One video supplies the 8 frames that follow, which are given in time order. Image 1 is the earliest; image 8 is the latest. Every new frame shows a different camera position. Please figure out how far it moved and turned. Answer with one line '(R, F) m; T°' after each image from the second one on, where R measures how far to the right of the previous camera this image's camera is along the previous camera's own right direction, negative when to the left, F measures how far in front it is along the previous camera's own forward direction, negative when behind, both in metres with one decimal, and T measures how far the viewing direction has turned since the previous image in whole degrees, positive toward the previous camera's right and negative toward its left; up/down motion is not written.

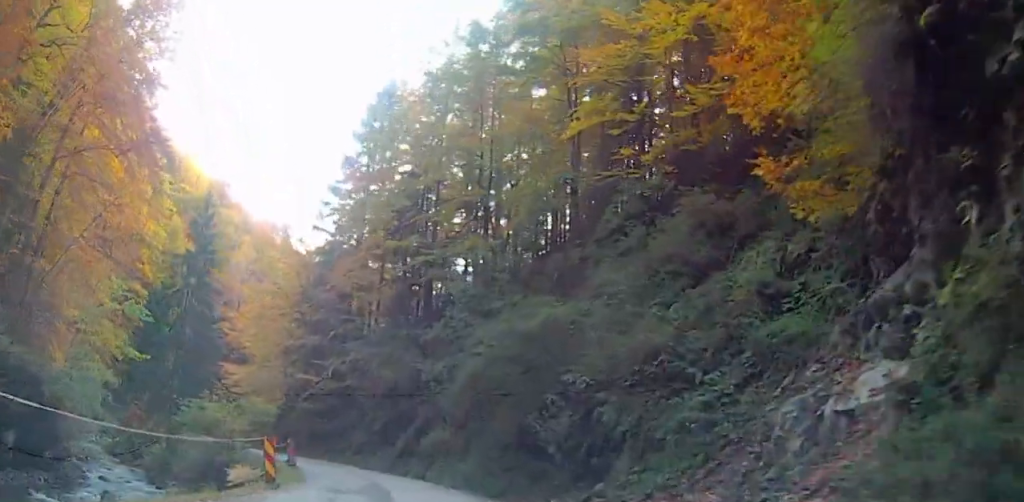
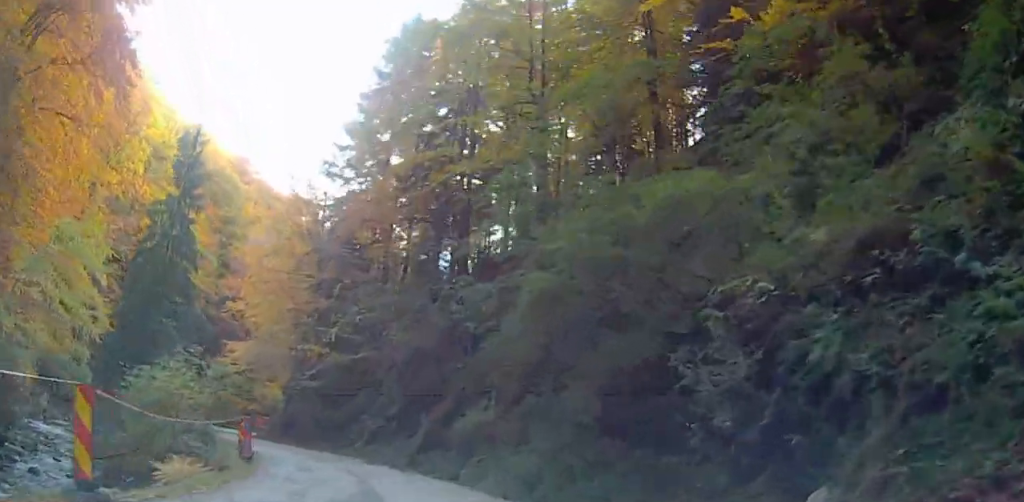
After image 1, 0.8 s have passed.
(+0.1, +10.6) m; -2°
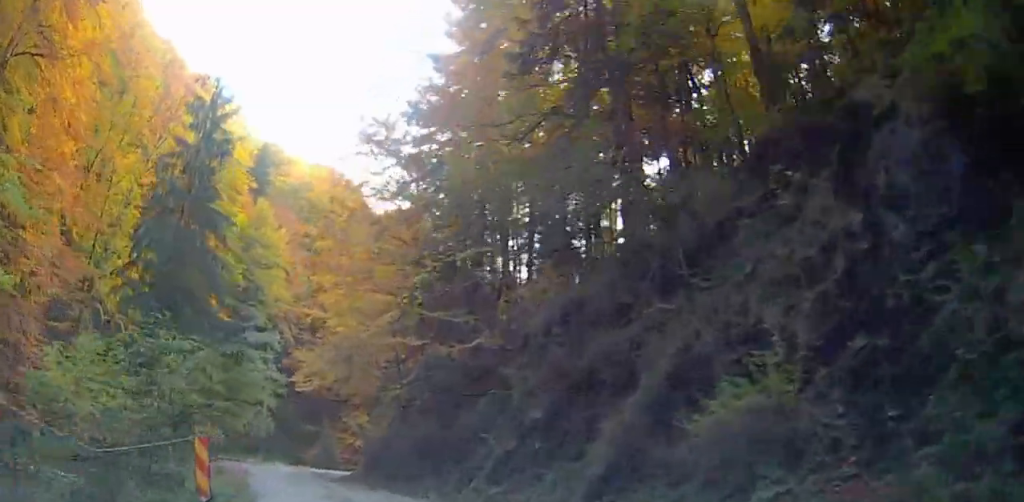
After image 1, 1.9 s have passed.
(-0.7, +14.7) m; -9°
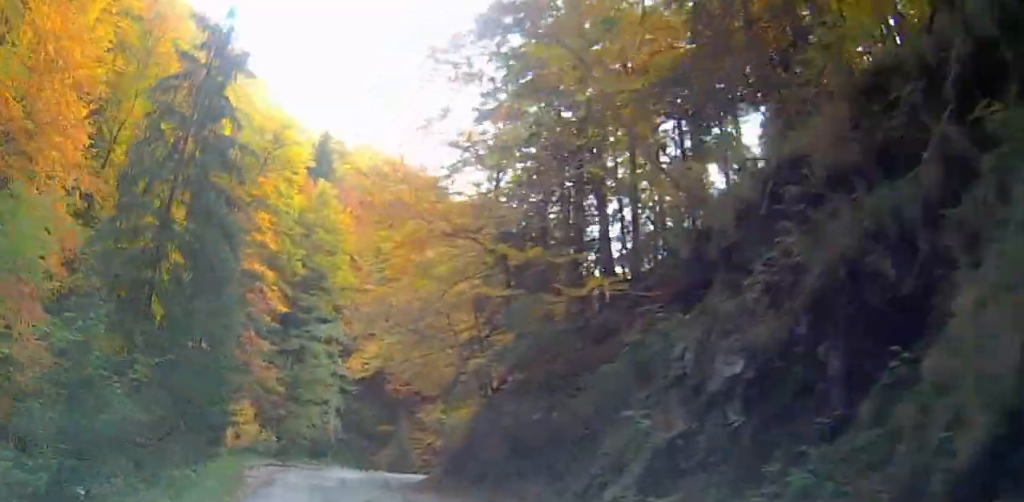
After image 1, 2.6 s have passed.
(-0.8, +8.7) m; -7°
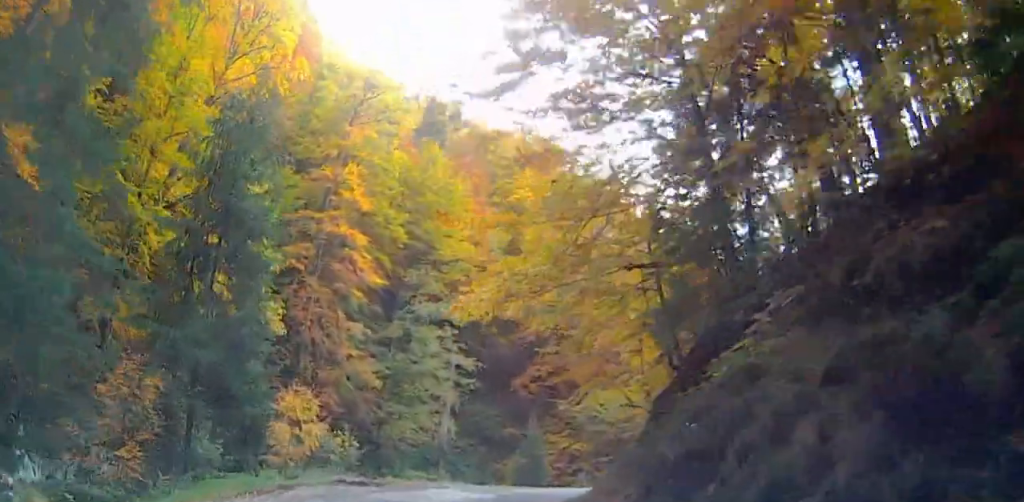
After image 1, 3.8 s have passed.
(-1.4, +13.1) m; -22°
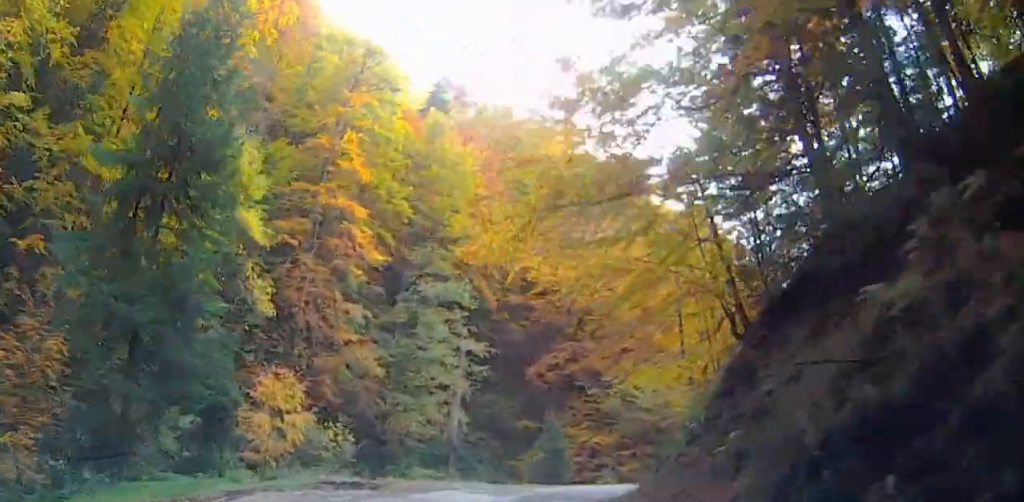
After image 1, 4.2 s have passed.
(+0.1, +3.0) m; -4°
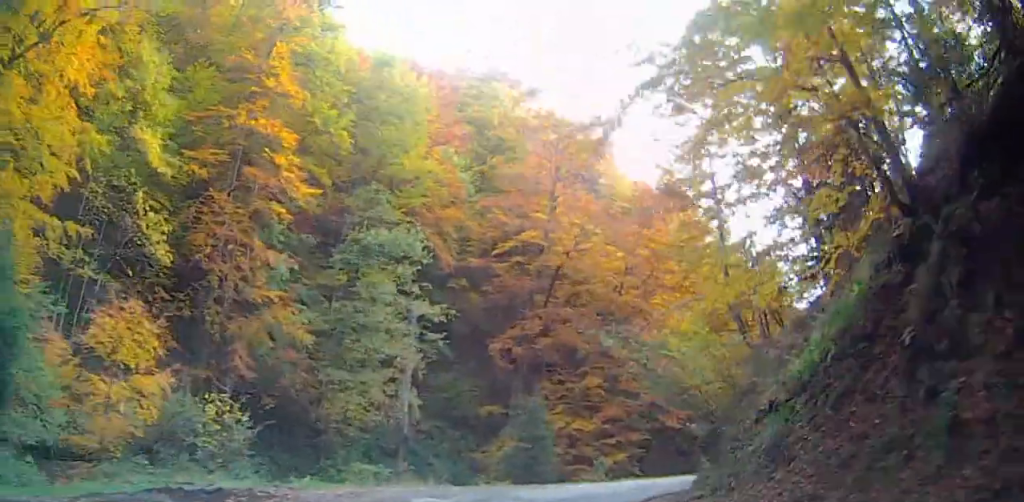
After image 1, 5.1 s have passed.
(-2.8, +0.8) m; +22°
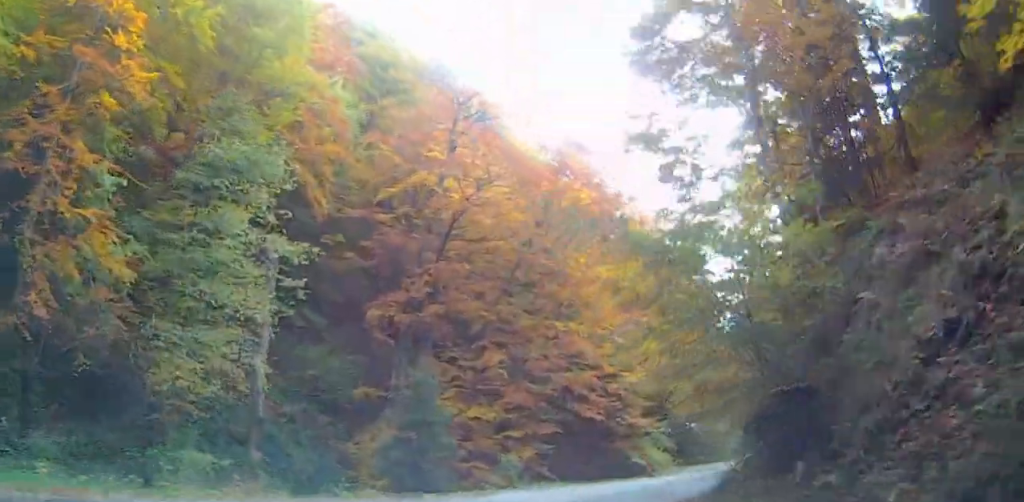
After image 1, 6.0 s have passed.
(+3.1, +16.3) m; +8°
